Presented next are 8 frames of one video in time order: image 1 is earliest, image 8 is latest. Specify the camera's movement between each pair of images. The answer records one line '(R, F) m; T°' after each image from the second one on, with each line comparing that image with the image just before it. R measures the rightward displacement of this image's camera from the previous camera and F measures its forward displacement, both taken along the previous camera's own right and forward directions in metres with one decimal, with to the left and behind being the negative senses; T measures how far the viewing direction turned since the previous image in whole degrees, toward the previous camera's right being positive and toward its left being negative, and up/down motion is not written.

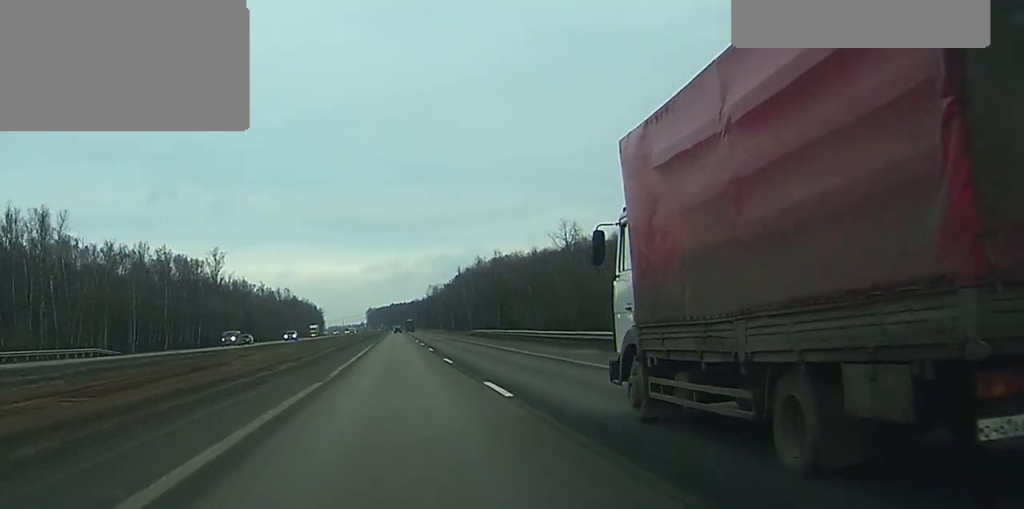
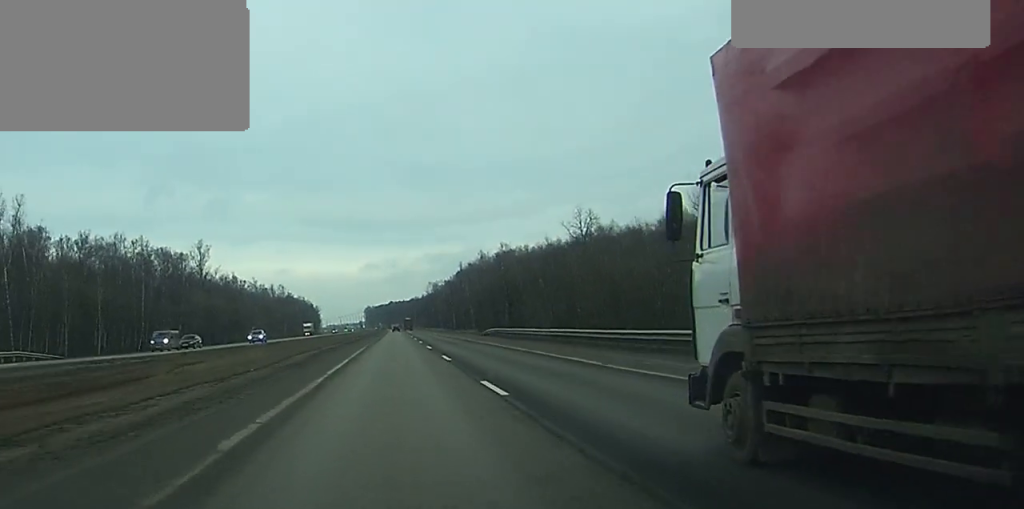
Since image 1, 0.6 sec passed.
(0.0, +15.6) m; 0°
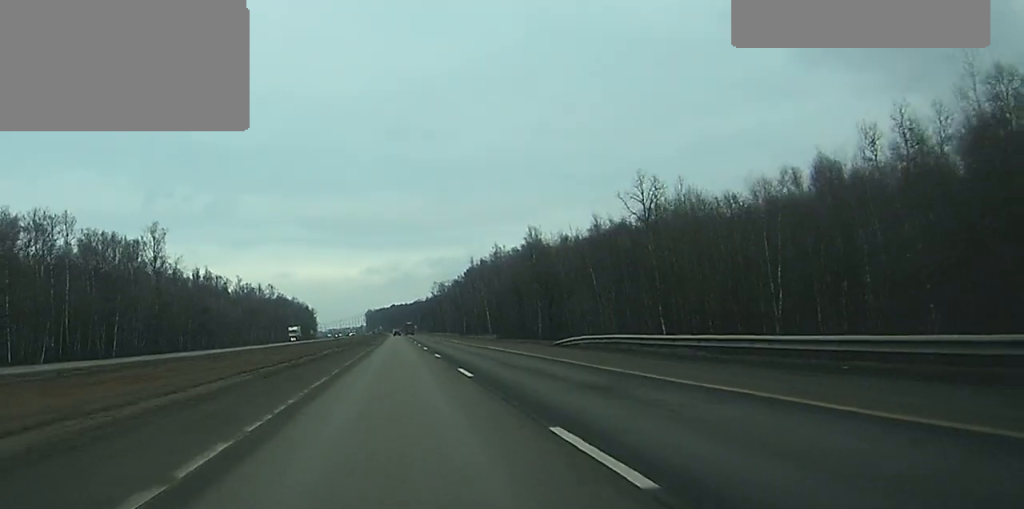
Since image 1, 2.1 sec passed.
(+0.1, +40.5) m; 0°
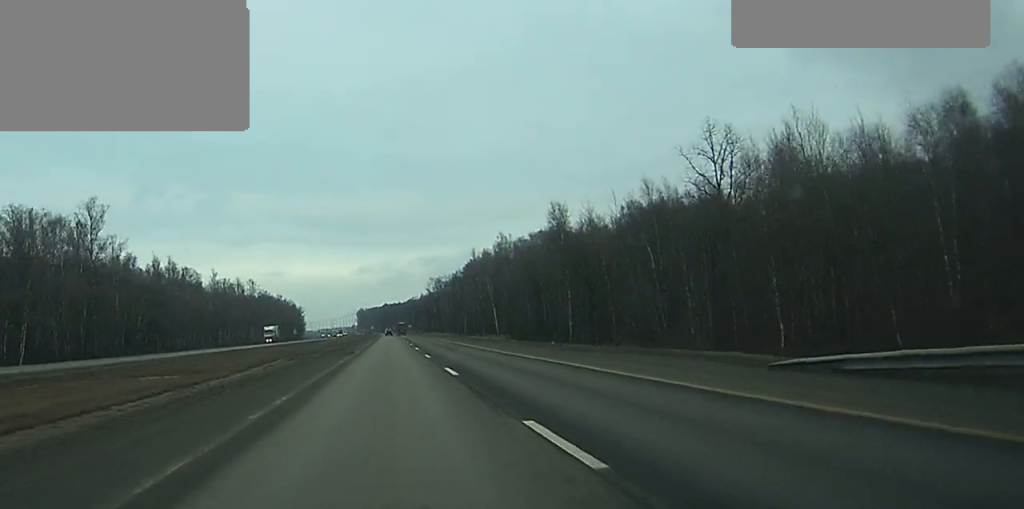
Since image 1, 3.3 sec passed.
(0.0, +31.0) m; 0°
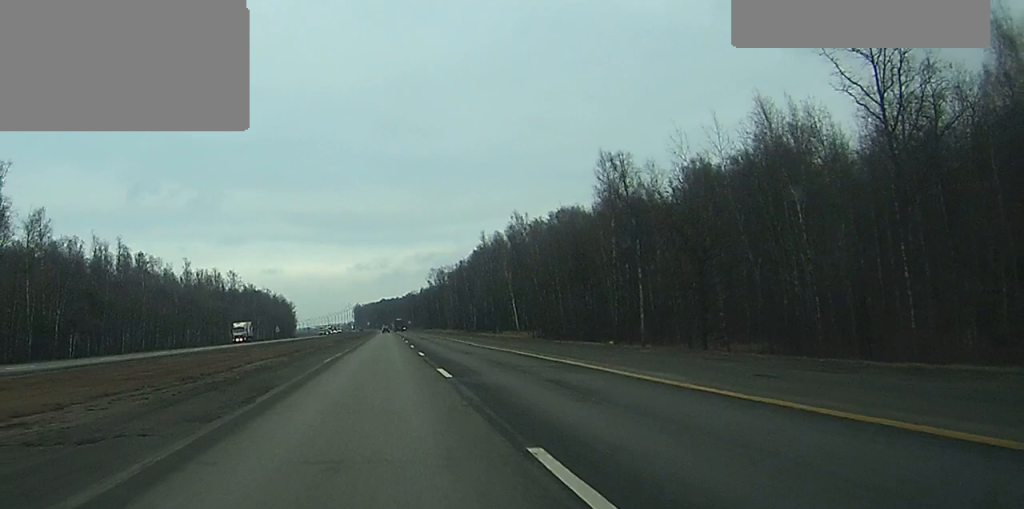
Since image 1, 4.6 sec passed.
(+0.1, +34.5) m; 0°
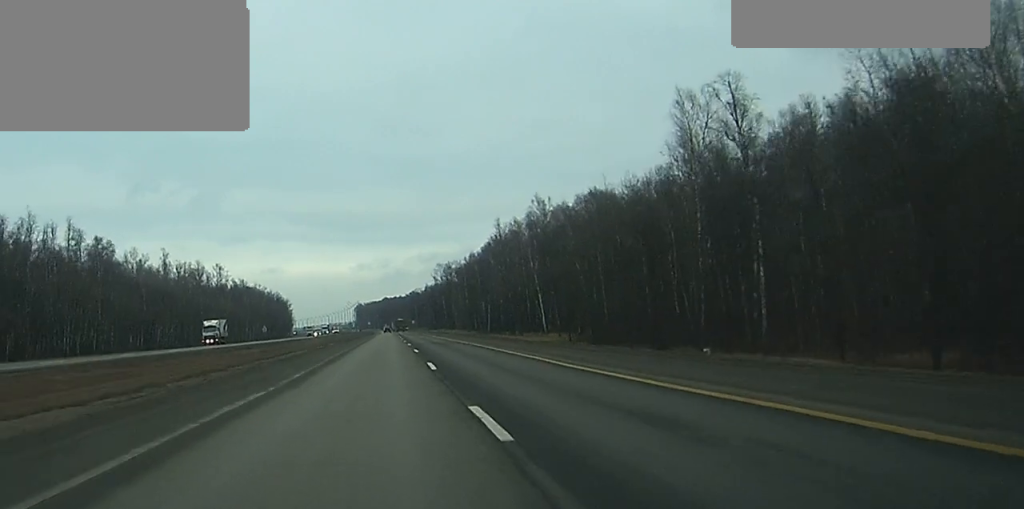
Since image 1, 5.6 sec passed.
(-0.1, +27.2) m; 0°
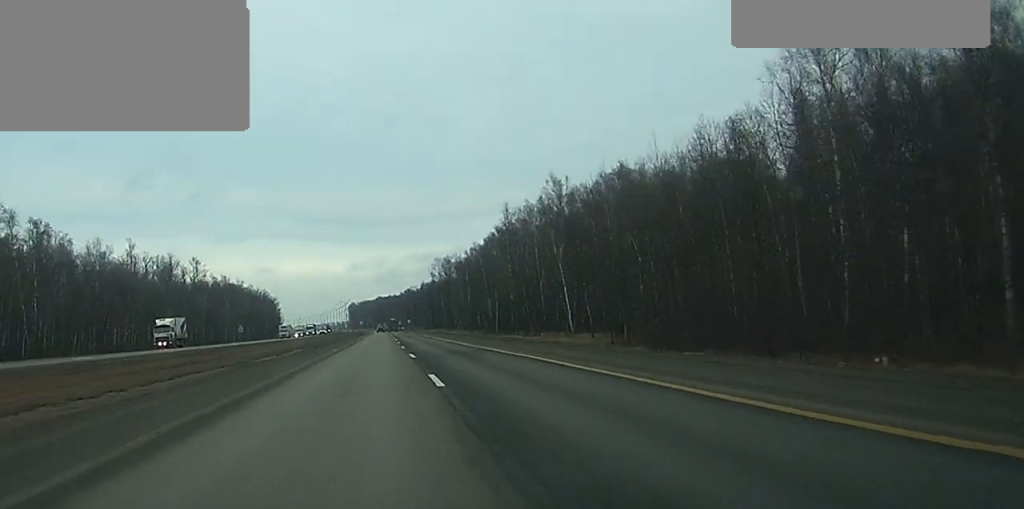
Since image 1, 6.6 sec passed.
(0.0, +24.3) m; +1°
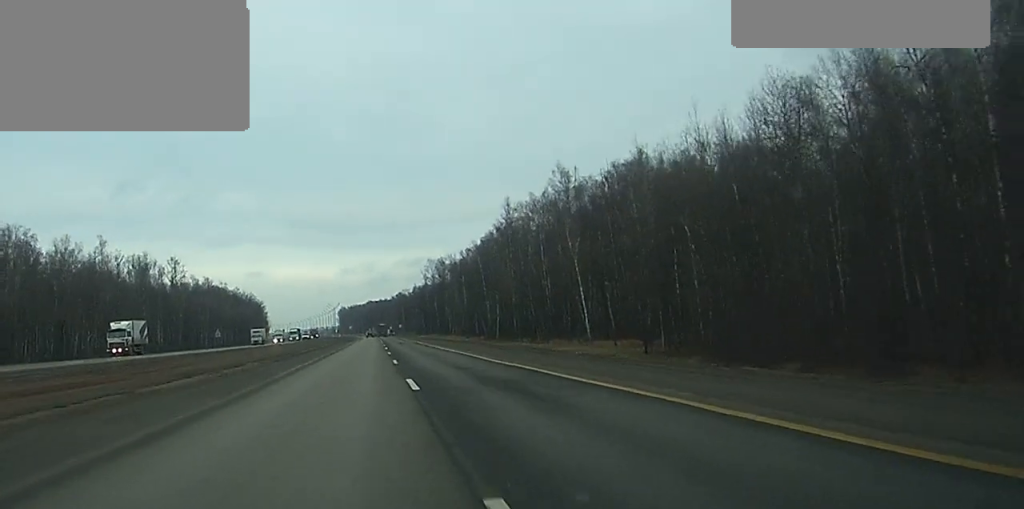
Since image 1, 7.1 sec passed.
(+0.1, +14.6) m; 0°
